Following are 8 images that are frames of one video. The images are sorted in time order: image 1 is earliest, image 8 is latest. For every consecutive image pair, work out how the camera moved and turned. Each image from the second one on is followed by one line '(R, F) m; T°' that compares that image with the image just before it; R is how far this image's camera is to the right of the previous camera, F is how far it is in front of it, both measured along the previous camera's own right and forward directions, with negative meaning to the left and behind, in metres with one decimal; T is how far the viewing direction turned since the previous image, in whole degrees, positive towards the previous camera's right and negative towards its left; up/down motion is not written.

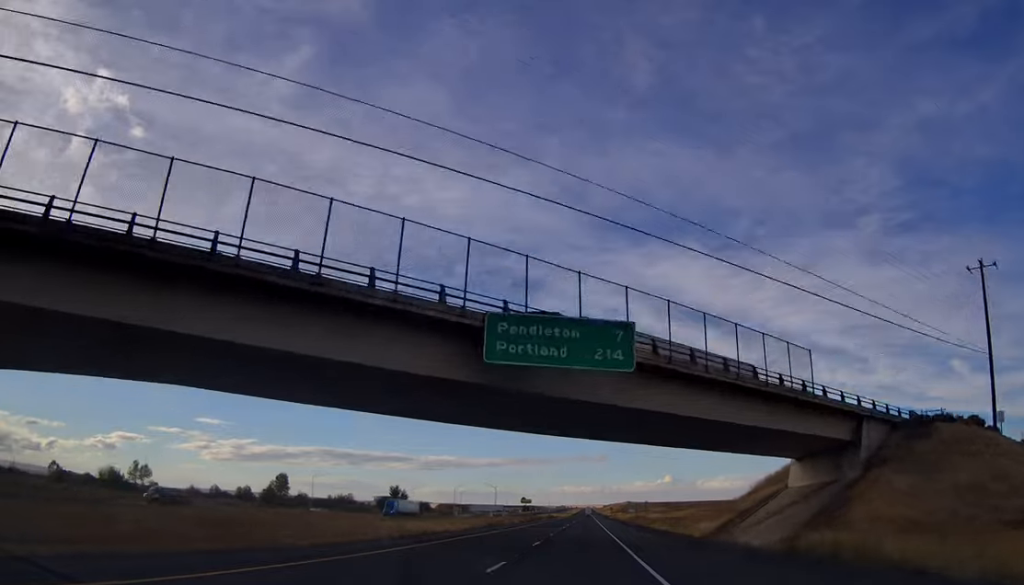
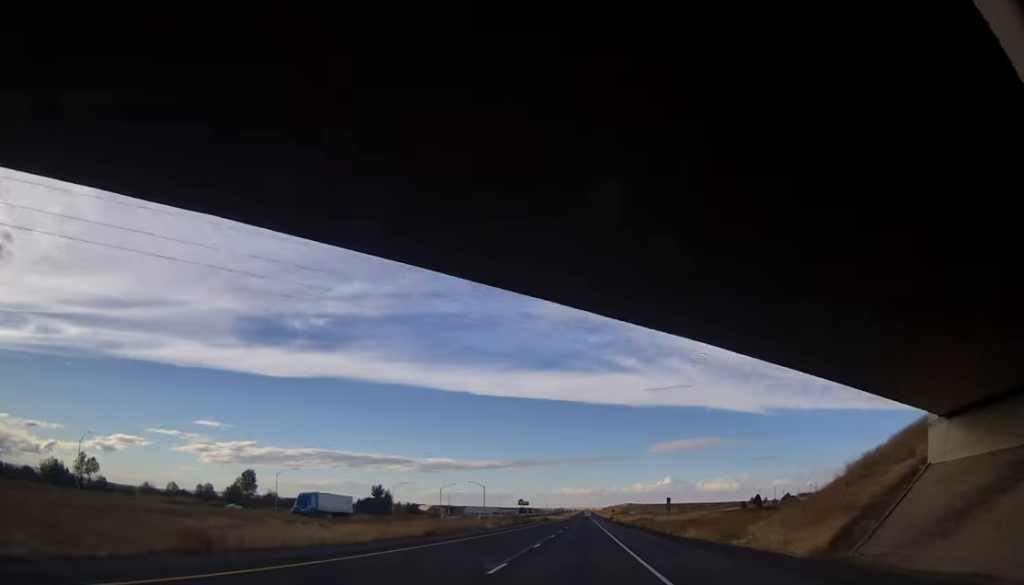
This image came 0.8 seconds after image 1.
(-0.1, +25.1) m; 0°
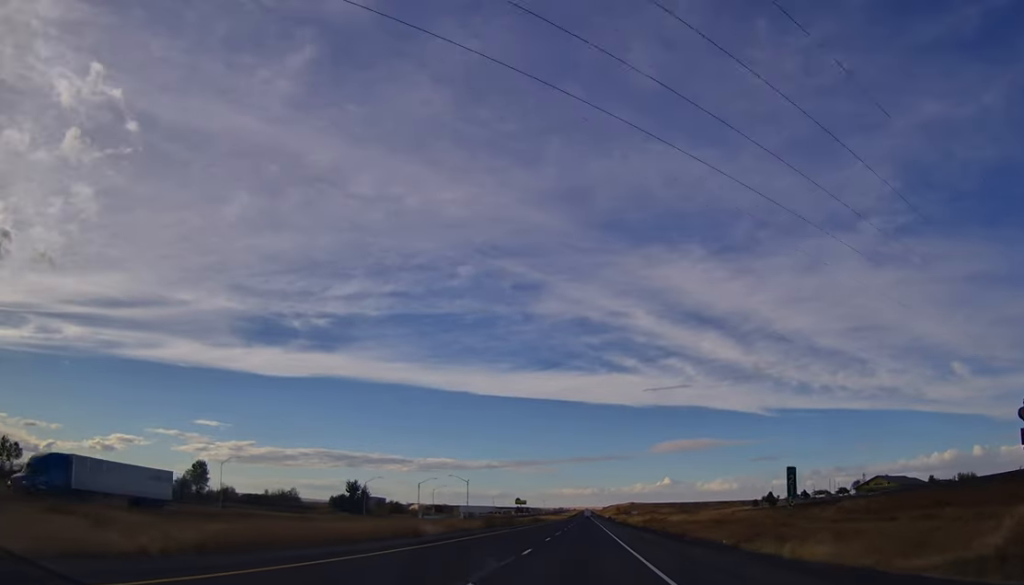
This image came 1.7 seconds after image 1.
(-0.2, +30.4) m; 0°
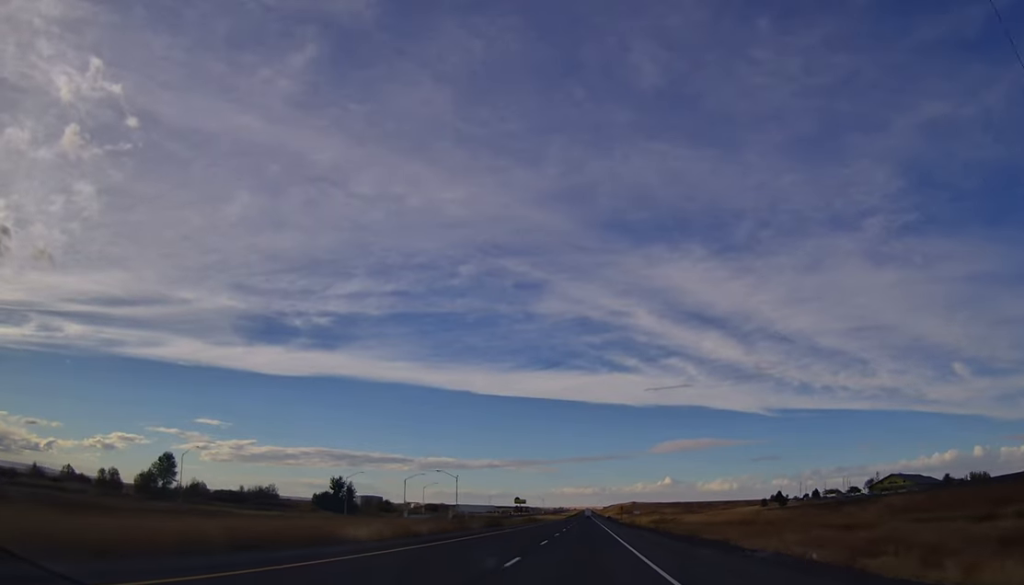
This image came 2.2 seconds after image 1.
(+0.2, +17.2) m; 0°
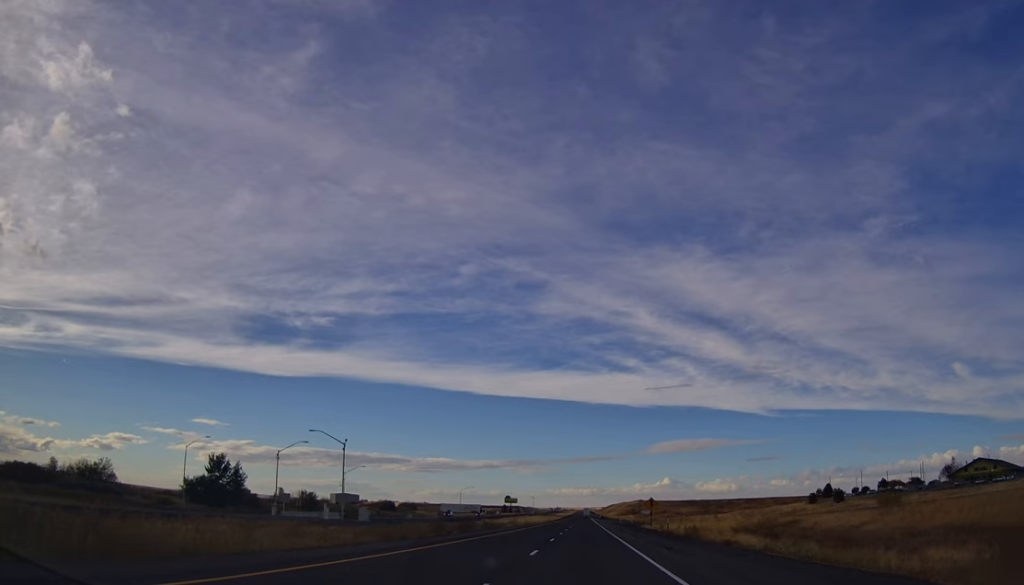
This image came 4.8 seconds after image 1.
(0.0, +80.8) m; 0°
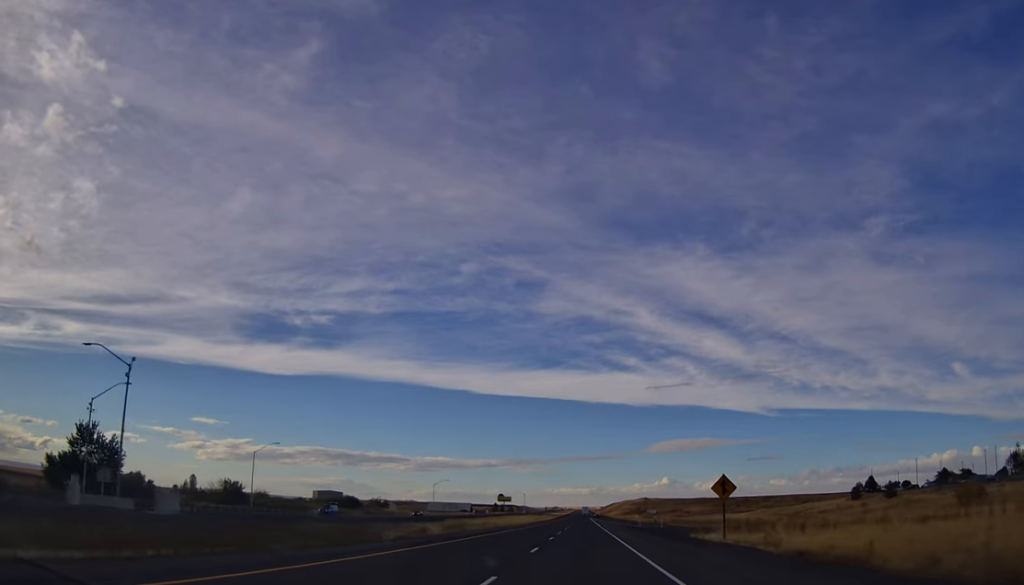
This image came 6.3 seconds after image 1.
(+0.7, +48.0) m; 0°
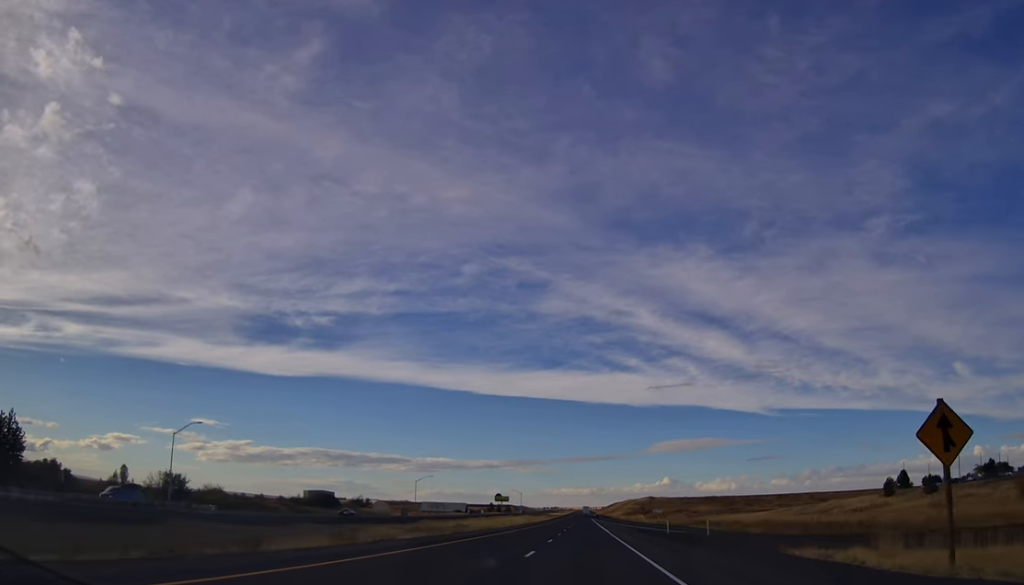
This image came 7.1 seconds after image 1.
(-0.6, +26.7) m; 0°
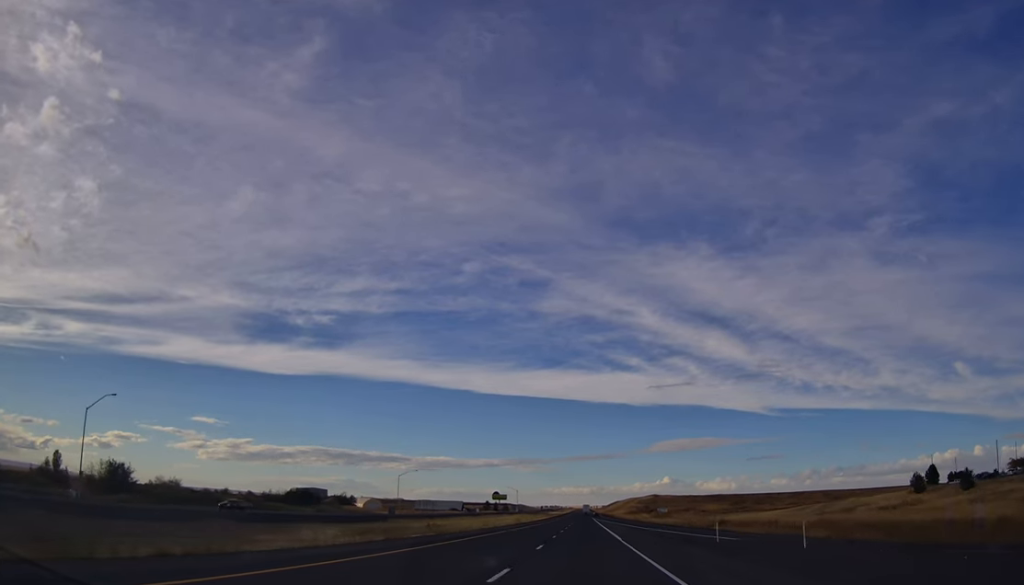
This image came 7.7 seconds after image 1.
(0.0, +20.3) m; 0°
